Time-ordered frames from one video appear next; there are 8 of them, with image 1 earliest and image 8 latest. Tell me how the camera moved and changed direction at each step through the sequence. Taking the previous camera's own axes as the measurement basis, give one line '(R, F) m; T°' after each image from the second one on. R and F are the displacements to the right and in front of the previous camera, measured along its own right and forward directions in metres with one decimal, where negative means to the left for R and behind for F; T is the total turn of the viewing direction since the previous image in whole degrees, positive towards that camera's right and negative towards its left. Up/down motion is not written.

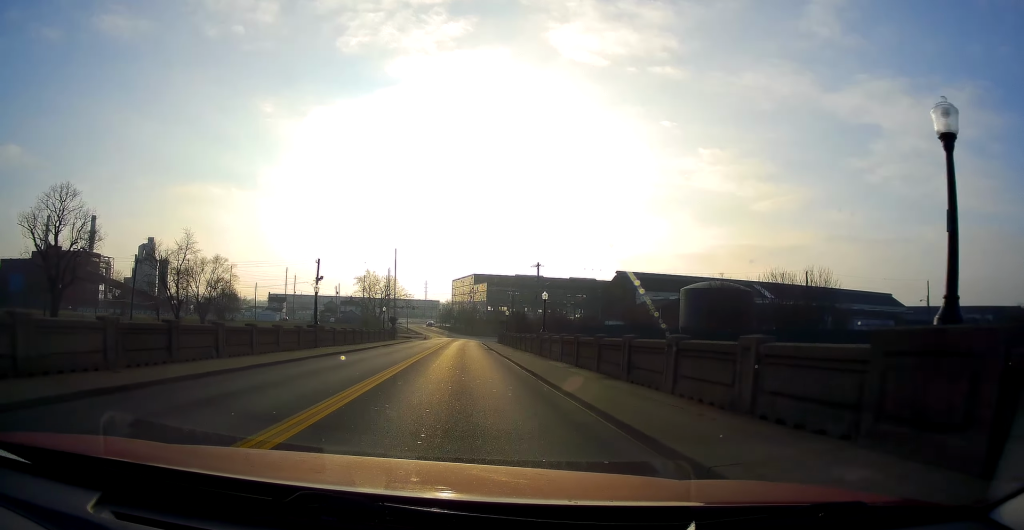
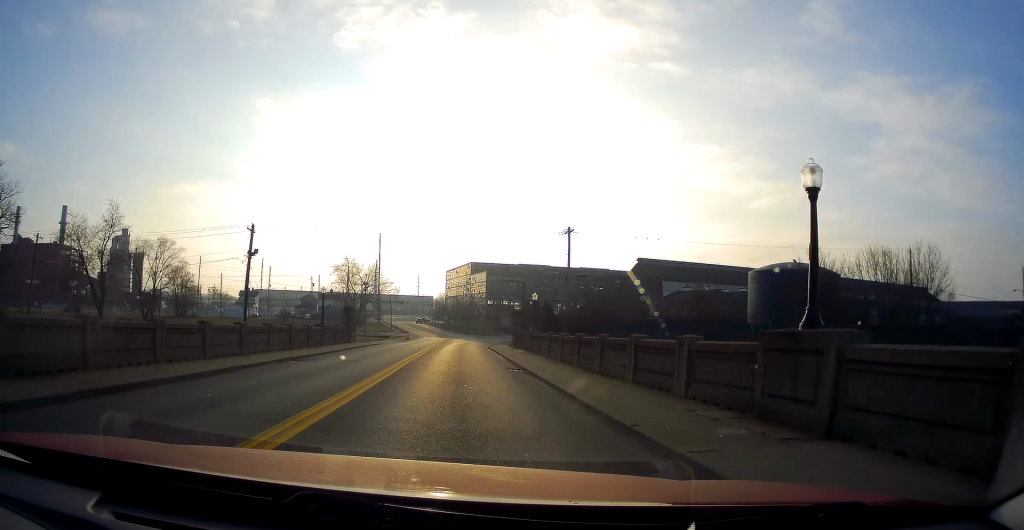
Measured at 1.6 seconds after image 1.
(+0.7, +25.5) m; +1°
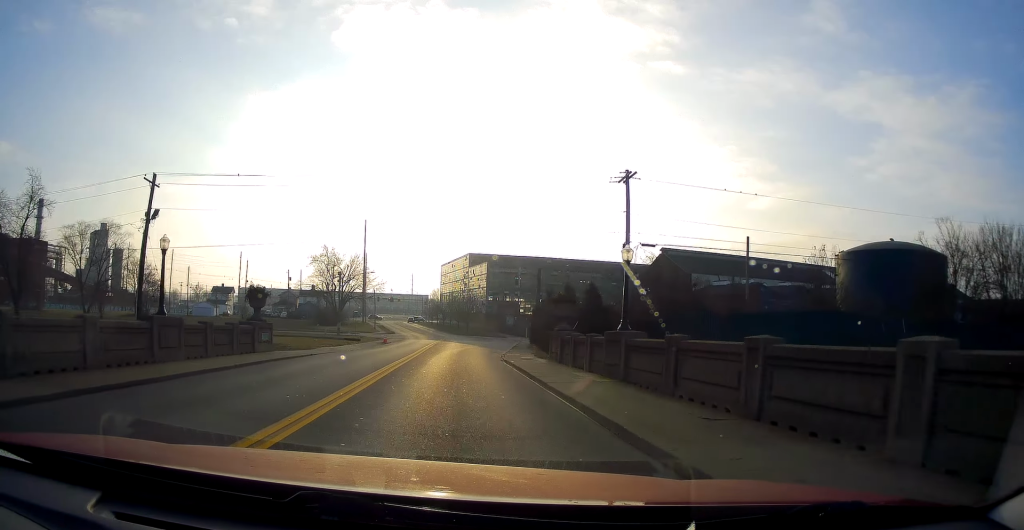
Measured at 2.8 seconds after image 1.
(-0.9, +20.0) m; -3°
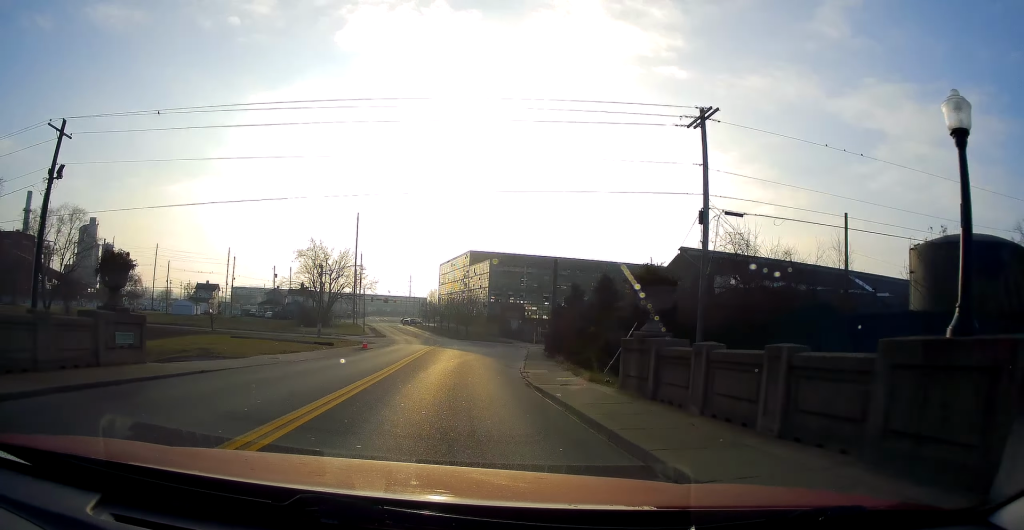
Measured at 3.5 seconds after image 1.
(-0.3, +11.4) m; 0°
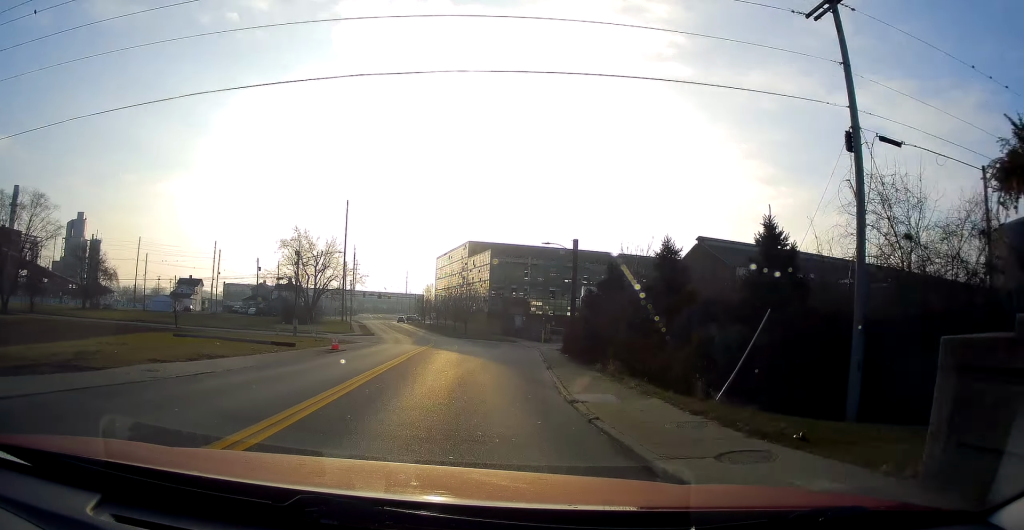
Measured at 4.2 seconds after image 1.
(+0.4, +10.3) m; +2°
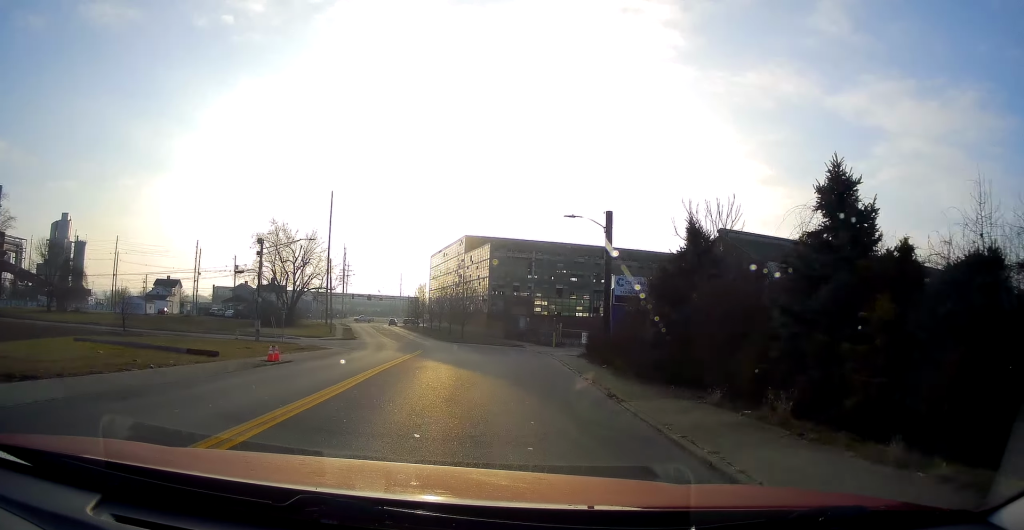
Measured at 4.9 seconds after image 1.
(+0.1, +11.4) m; +1°
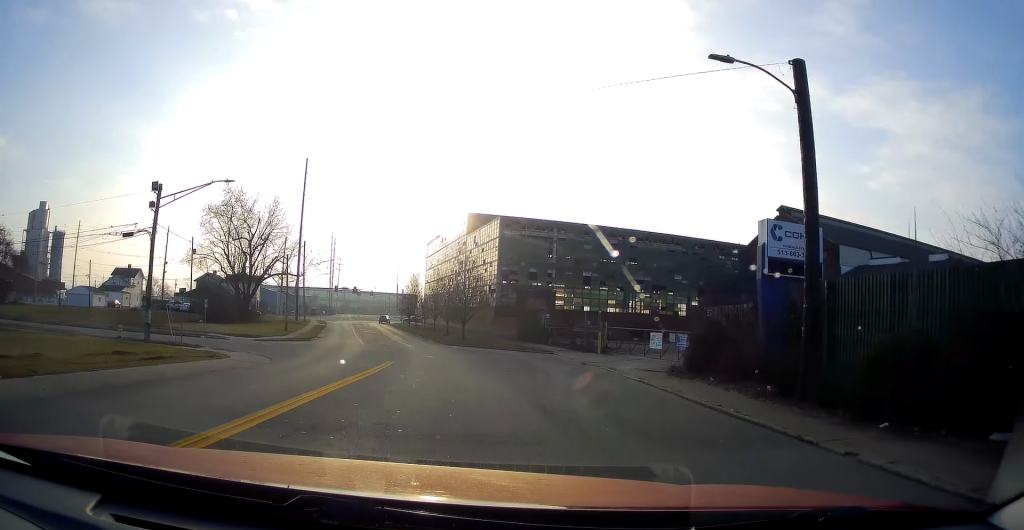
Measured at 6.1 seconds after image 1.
(+0.2, +20.5) m; -1°
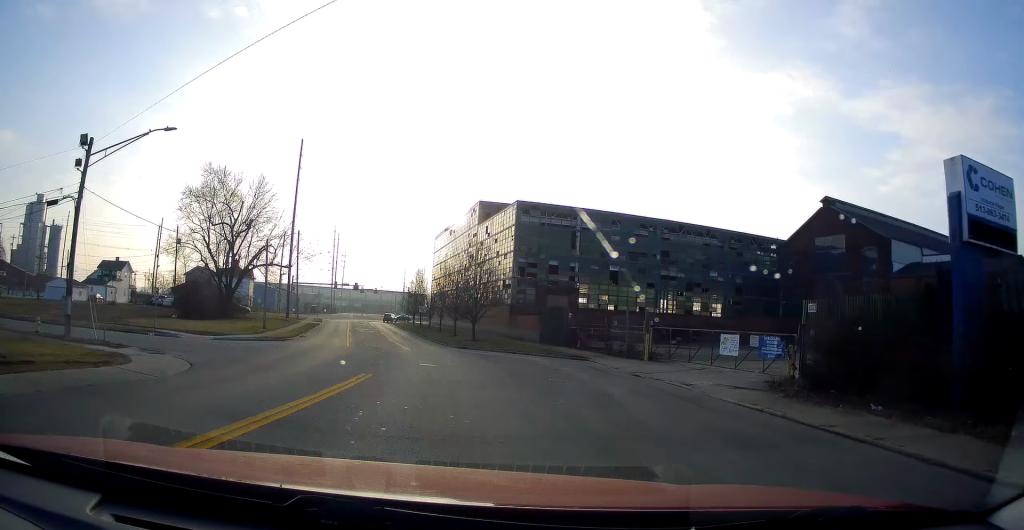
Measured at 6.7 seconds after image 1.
(-0.1, +9.1) m; -1°
